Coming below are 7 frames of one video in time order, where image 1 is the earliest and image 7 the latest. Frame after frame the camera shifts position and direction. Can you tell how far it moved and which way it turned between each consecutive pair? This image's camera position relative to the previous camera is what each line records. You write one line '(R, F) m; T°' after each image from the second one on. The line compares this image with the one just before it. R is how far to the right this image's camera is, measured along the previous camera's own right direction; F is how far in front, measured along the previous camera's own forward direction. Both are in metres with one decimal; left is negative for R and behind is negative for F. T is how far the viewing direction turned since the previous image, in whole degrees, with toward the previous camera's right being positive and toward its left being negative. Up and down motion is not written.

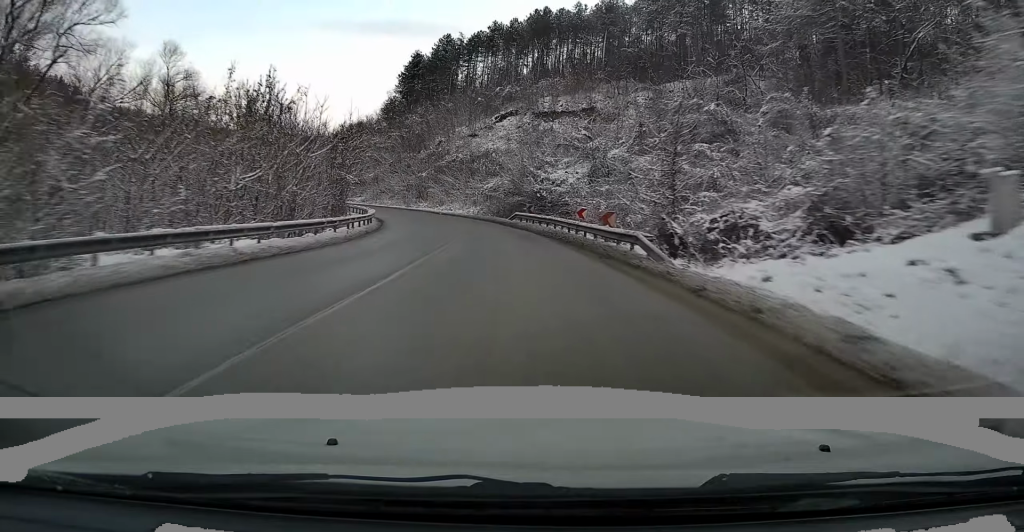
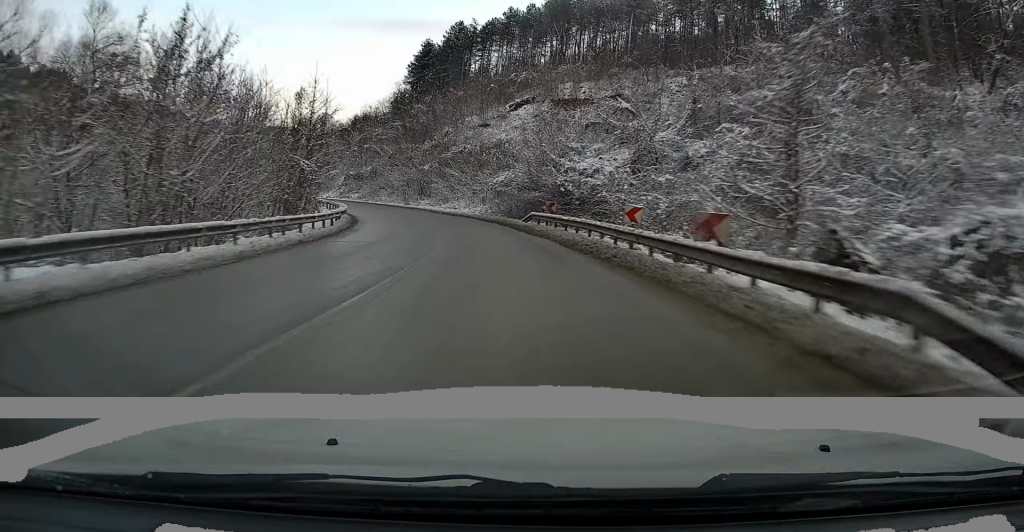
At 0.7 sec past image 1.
(-0.1, +10.6) m; -2°
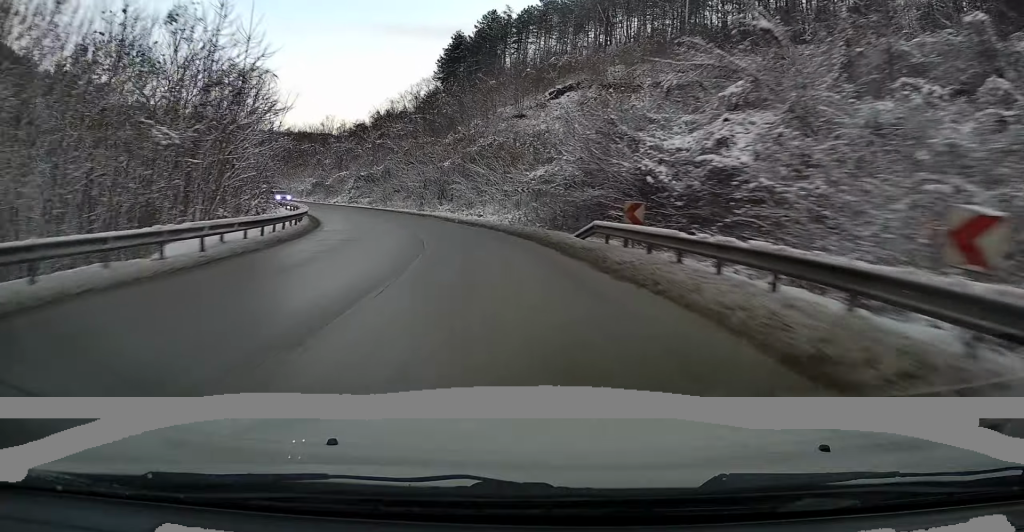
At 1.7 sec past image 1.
(-0.4, +14.3) m; -4°
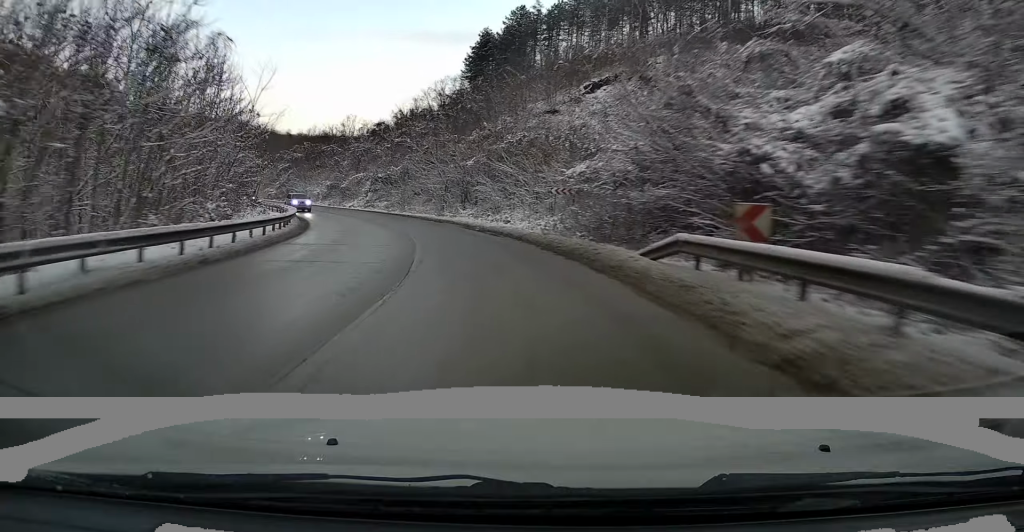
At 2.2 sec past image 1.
(0.0, +6.7) m; -3°
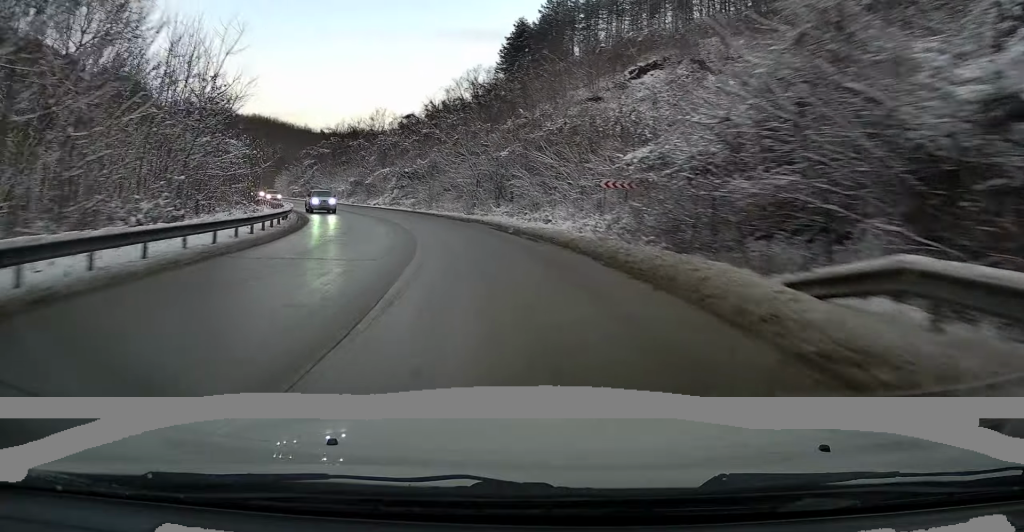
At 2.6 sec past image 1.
(-0.2, +6.2) m; -3°
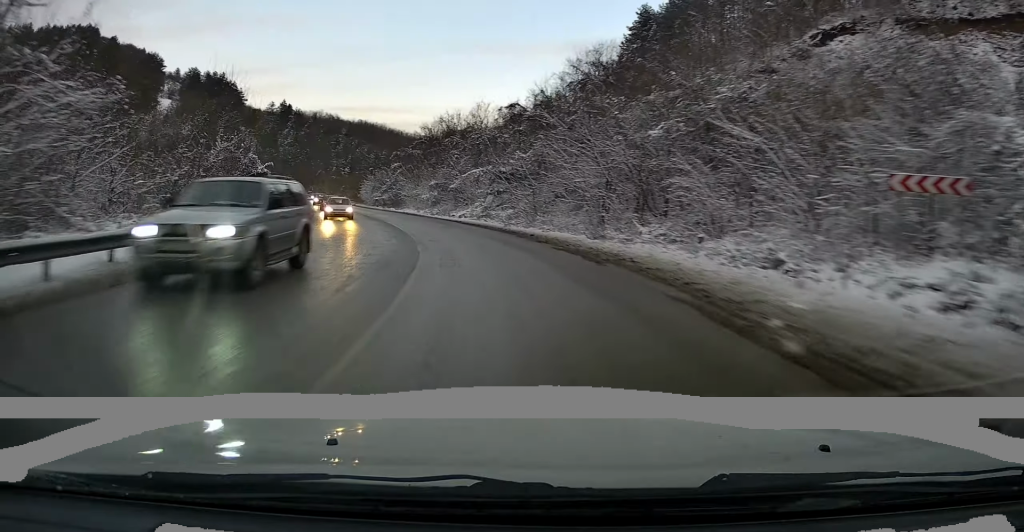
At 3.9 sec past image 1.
(-1.7, +18.3) m; -11°
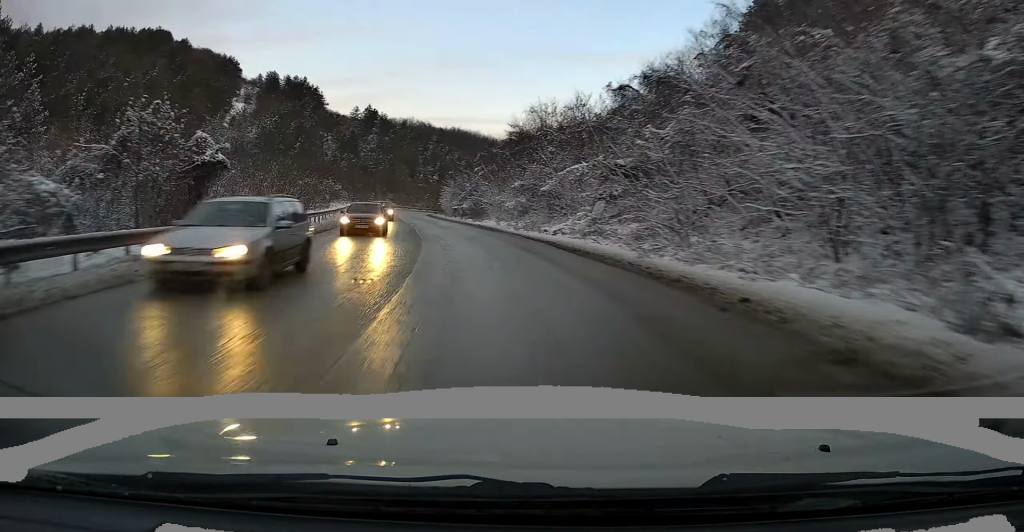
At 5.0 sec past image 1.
(-1.4, +15.5) m; -10°
